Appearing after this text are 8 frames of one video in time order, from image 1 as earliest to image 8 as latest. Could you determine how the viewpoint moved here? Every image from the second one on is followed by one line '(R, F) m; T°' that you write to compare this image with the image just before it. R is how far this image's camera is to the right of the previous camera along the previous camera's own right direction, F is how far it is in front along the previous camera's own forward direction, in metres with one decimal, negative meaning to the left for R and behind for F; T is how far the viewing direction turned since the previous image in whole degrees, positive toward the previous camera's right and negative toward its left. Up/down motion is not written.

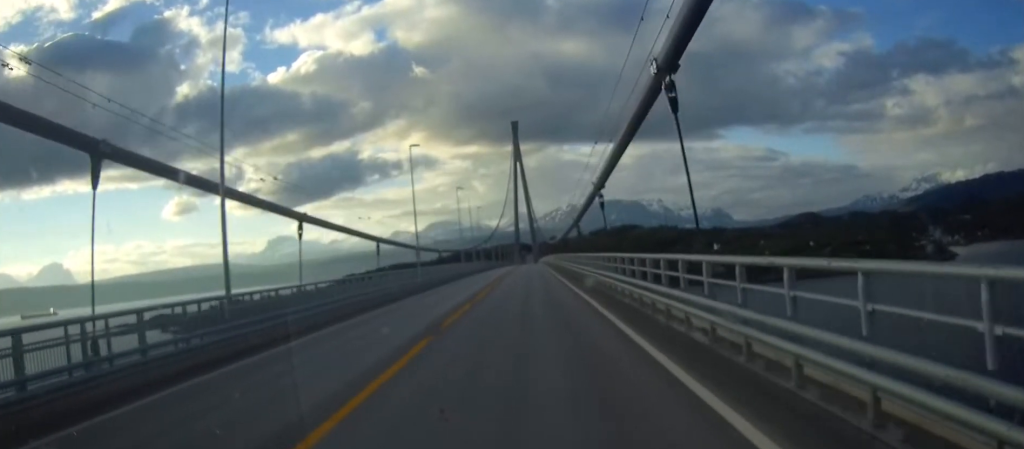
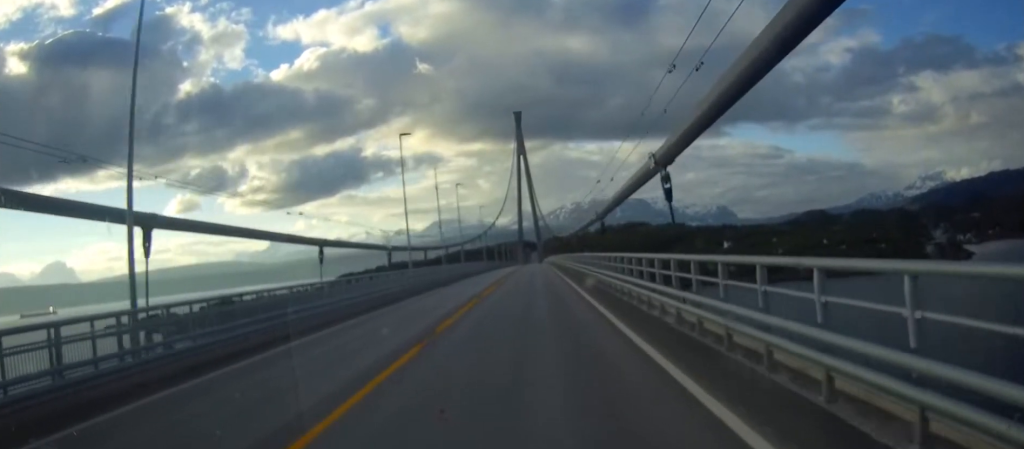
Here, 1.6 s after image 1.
(-0.1, +36.9) m; 0°
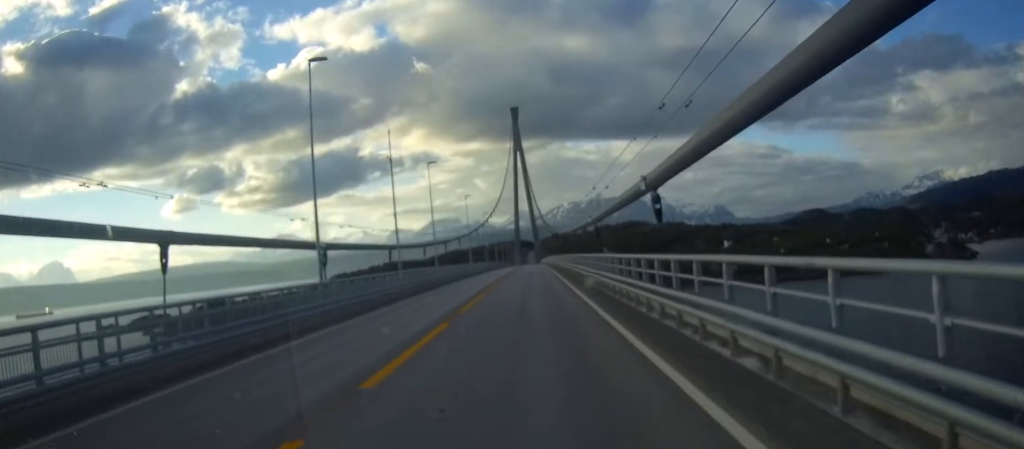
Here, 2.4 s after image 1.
(0.0, +18.4) m; 0°
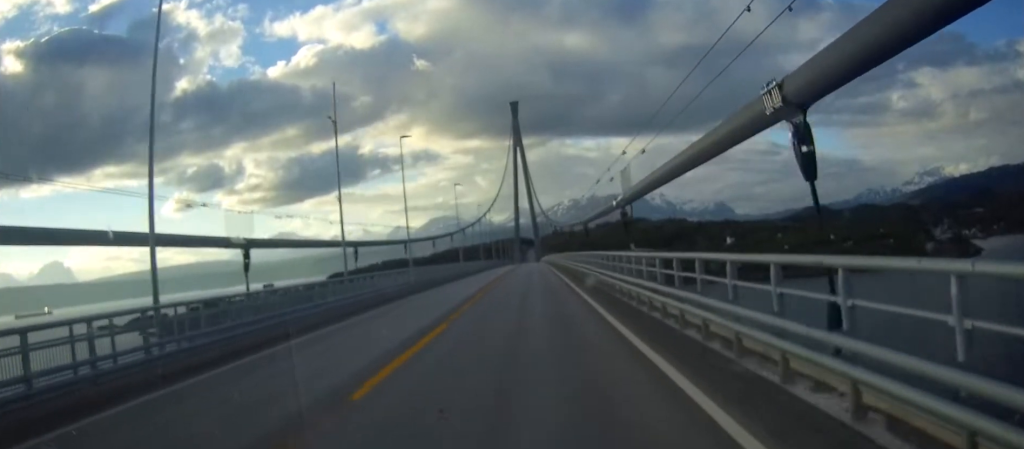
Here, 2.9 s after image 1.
(0.0, +12.3) m; 0°
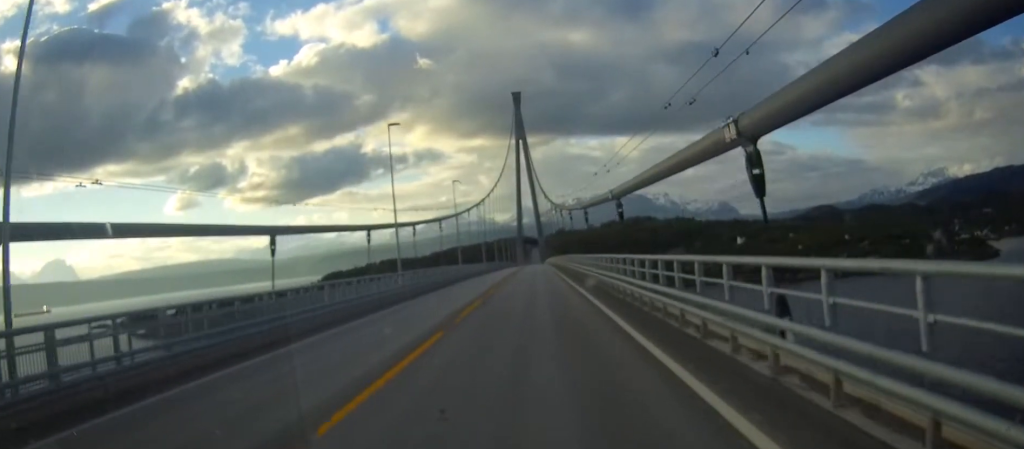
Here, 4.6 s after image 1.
(-0.1, +37.3) m; 0°
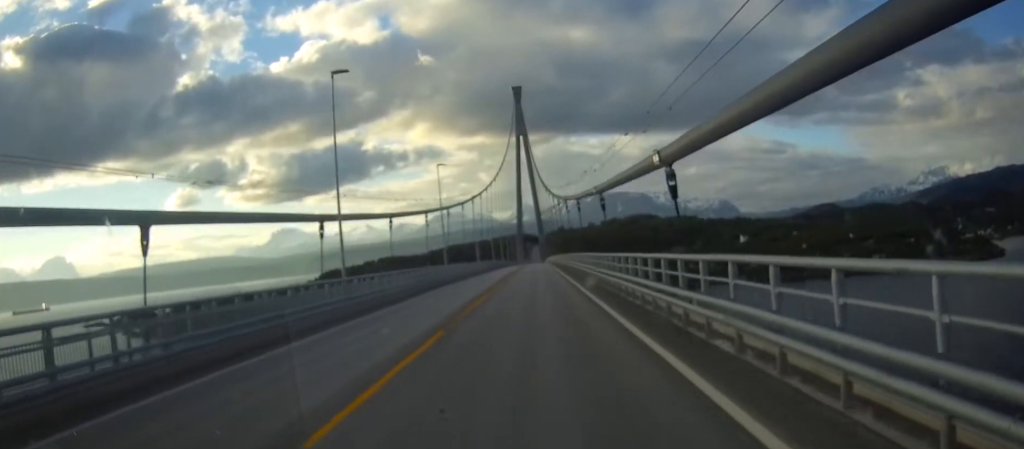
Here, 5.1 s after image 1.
(0.0, +12.1) m; 0°
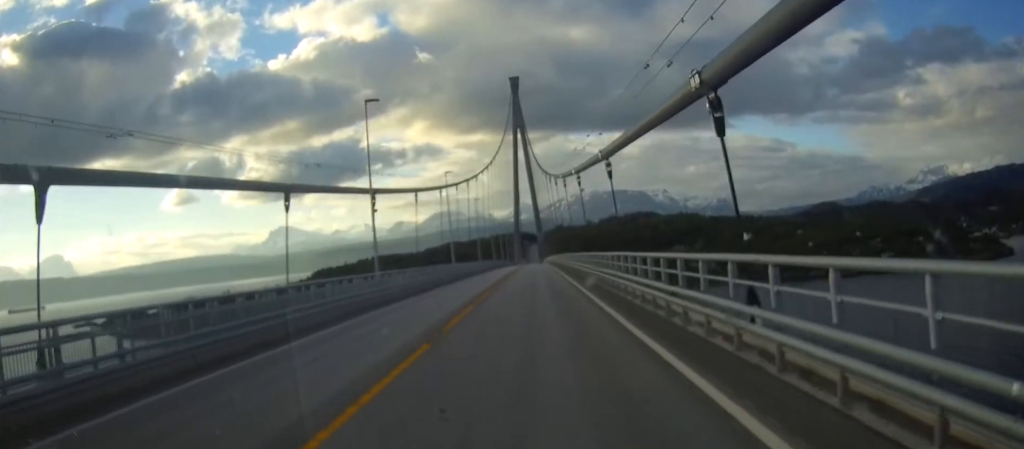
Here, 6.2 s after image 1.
(-0.1, +25.6) m; 0°
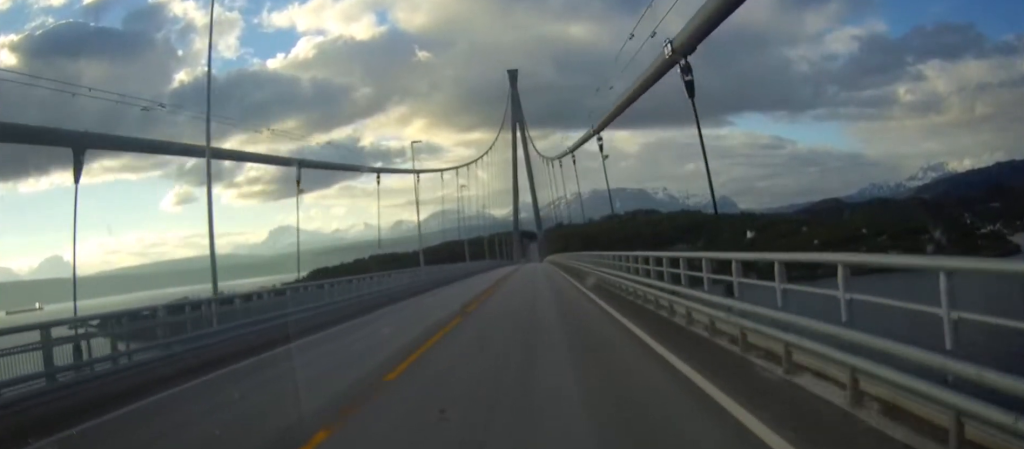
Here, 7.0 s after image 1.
(0.0, +18.1) m; 0°
